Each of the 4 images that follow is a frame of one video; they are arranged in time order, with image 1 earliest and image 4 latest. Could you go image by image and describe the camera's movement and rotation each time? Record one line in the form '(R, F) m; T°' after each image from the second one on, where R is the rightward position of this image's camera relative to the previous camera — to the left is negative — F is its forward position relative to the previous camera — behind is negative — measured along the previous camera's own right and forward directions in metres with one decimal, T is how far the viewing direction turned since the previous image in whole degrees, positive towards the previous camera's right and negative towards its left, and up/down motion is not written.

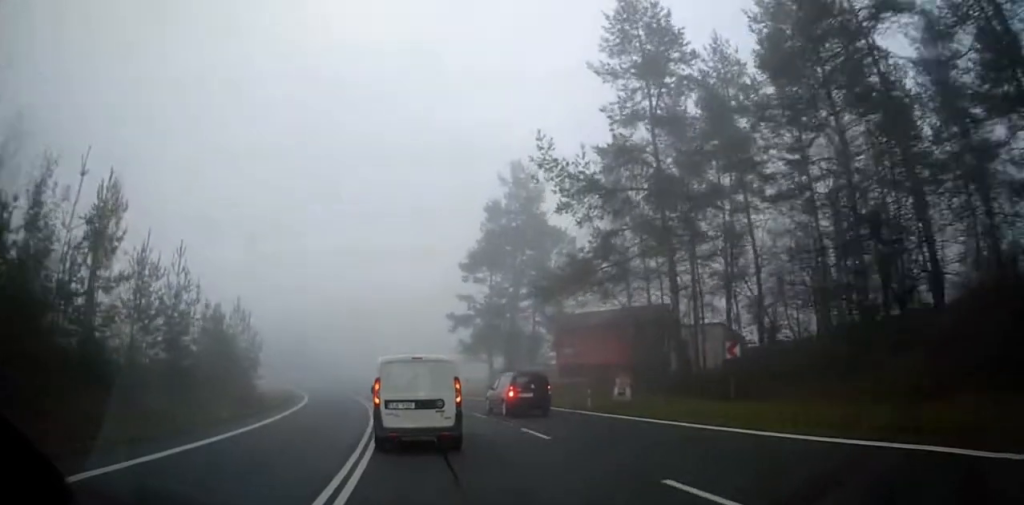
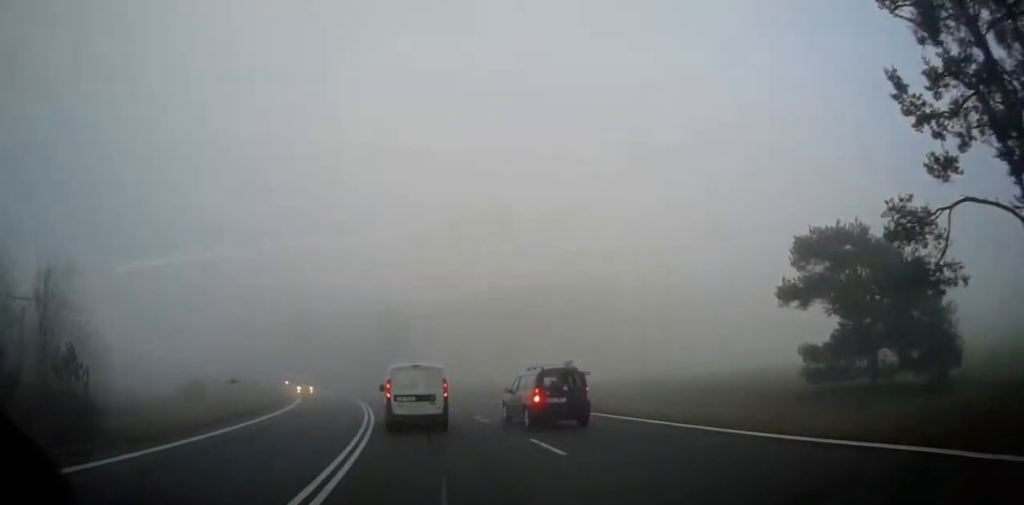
(-5.3, +47.6) m; -12°
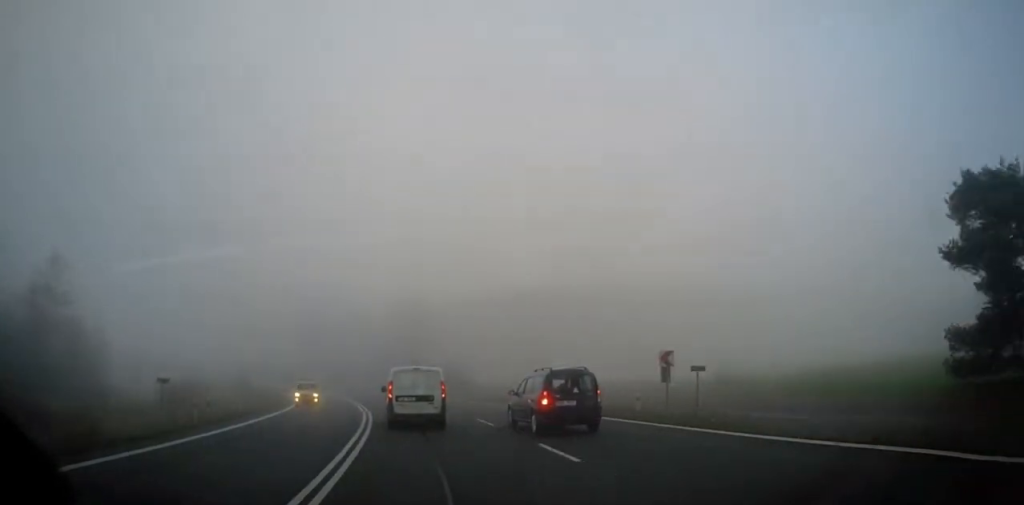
(0.0, +9.7) m; -2°
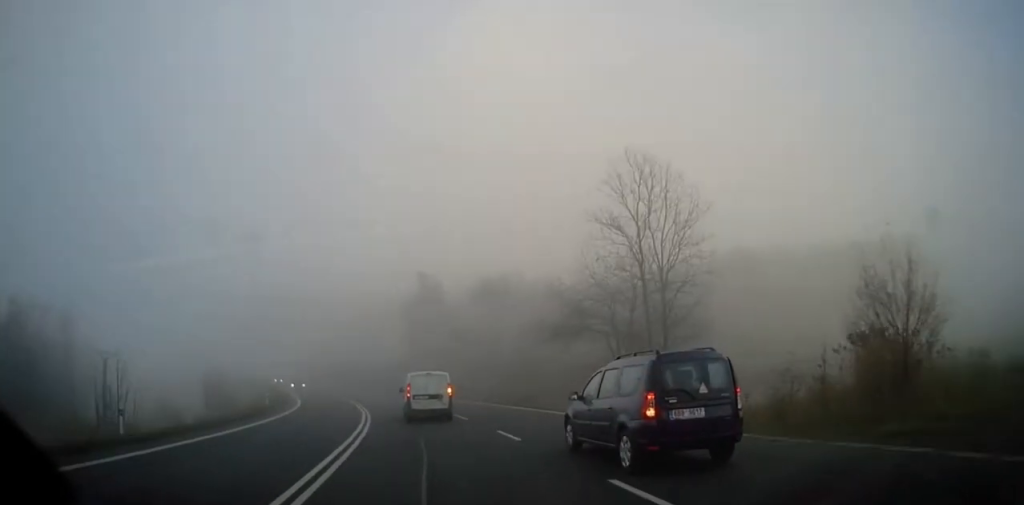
(-5.6, +50.2) m; -21°
